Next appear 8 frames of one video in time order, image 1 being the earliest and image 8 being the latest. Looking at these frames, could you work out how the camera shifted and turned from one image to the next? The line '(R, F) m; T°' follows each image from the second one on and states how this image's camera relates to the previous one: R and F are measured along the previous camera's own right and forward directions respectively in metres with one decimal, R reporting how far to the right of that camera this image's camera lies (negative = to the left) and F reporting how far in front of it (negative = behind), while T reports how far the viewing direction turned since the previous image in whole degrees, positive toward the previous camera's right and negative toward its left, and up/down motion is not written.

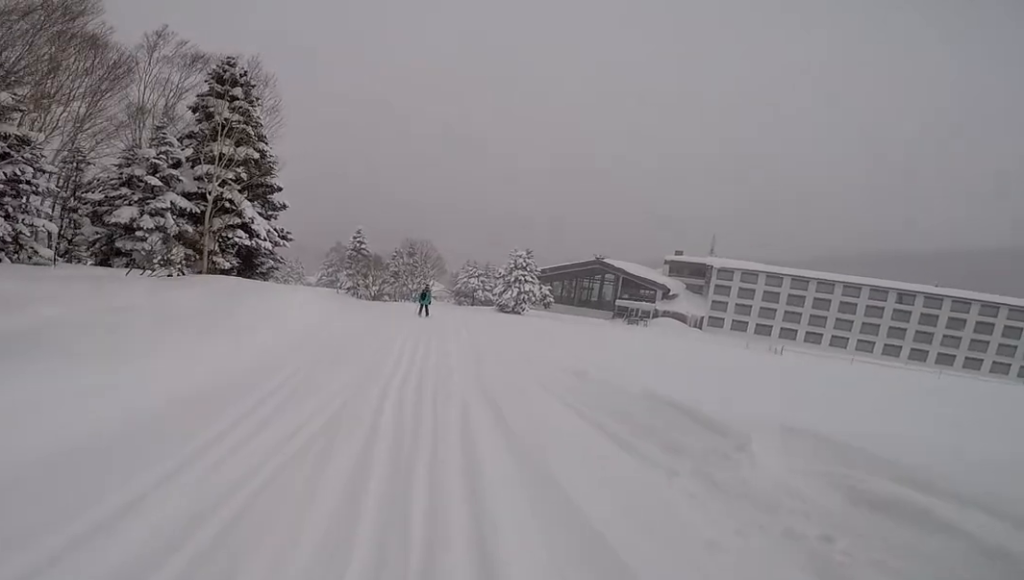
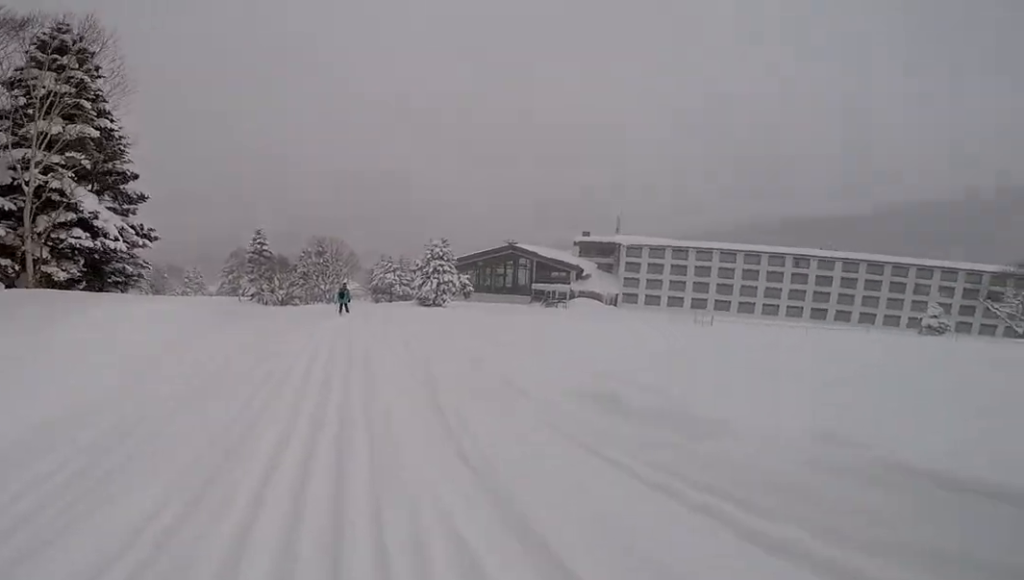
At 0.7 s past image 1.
(0.0, +4.4) m; 0°
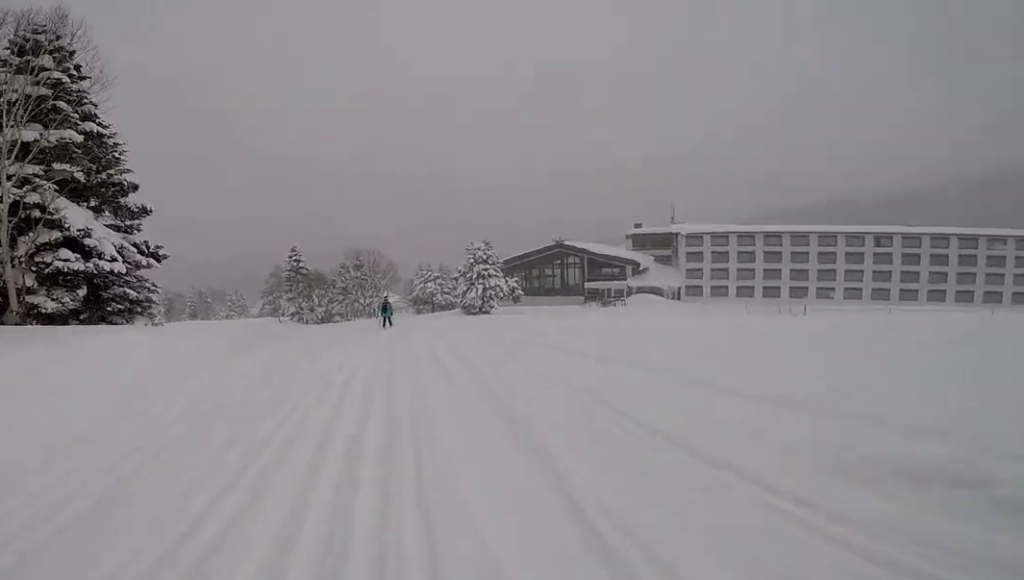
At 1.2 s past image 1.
(0.0, +3.3) m; 0°
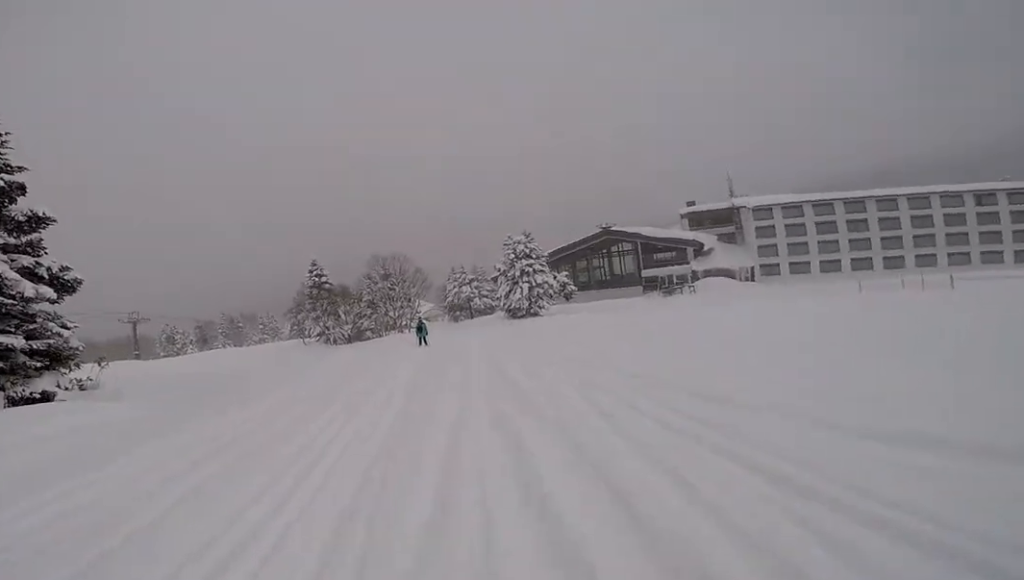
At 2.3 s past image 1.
(0.0, +6.6) m; 0°
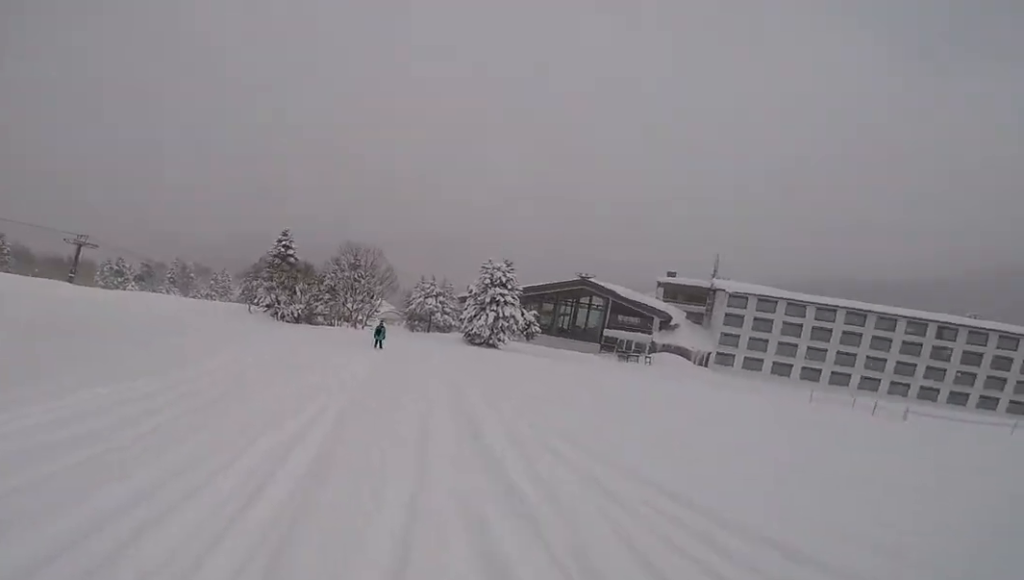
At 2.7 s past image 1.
(0.0, +2.5) m; 0°
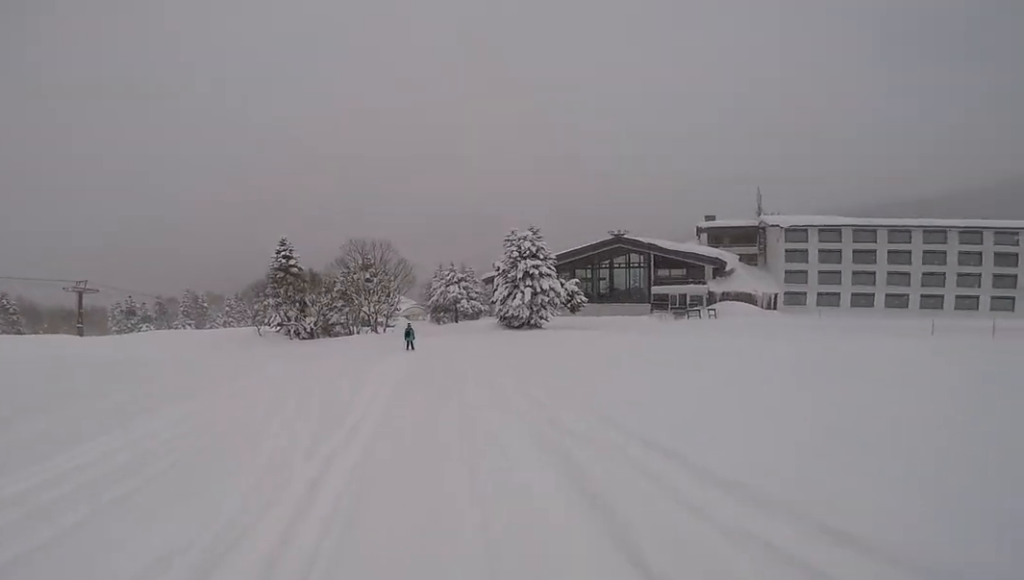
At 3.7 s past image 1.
(0.0, +6.0) m; 0°
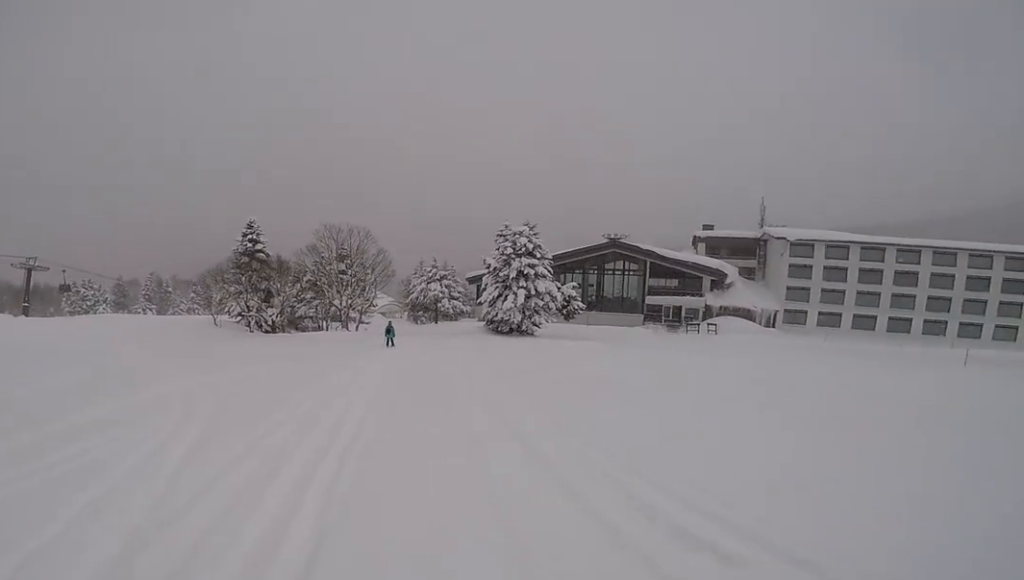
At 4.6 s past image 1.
(0.0, +5.1) m; 0°
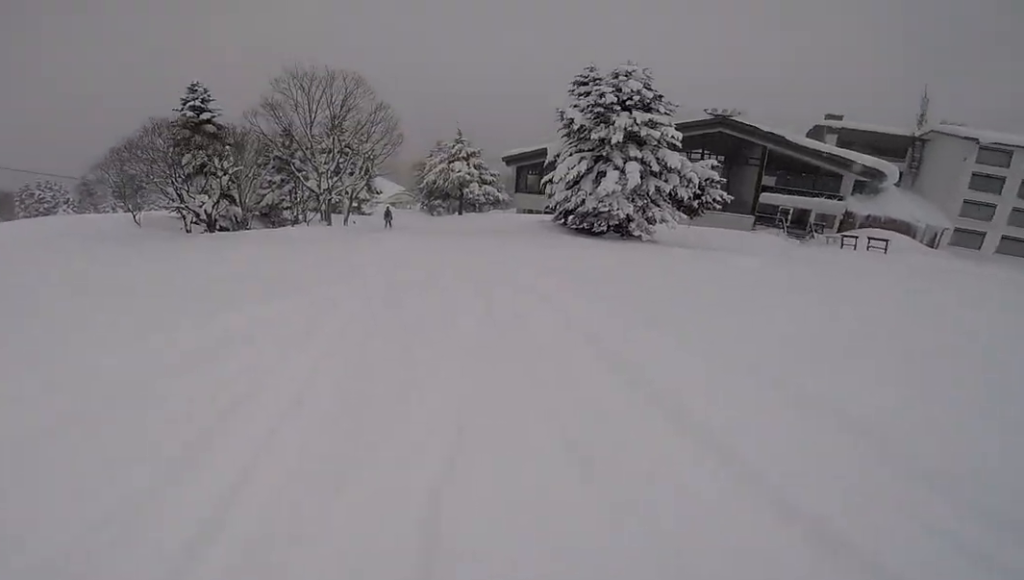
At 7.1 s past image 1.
(0.0, +15.1) m; 0°
